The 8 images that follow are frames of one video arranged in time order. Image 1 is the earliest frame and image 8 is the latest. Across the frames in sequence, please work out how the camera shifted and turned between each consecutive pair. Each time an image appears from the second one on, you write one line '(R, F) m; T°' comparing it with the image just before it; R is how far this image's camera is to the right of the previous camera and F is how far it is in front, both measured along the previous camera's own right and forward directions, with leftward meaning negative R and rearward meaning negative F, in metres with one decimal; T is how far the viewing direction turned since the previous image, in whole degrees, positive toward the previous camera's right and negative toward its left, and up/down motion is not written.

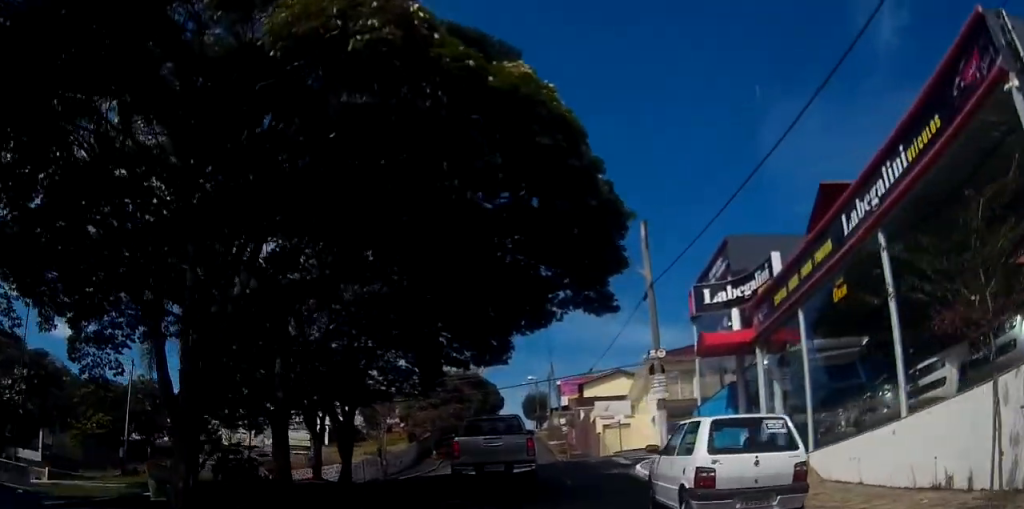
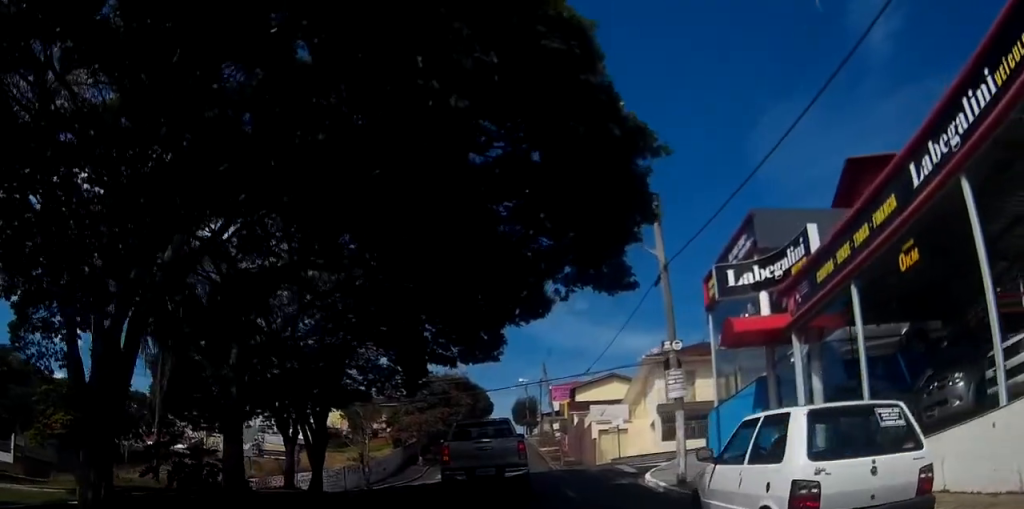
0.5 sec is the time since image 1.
(0.0, +2.9) m; 0°
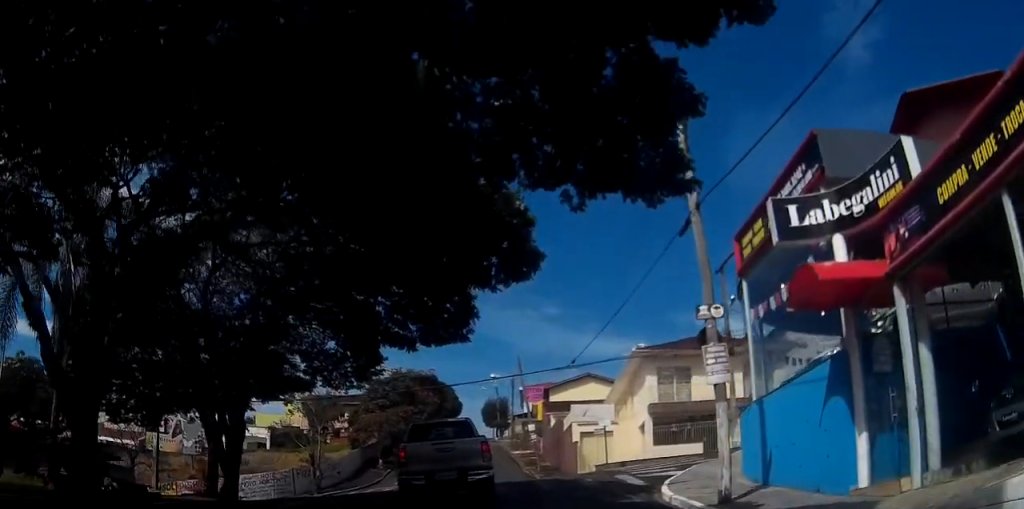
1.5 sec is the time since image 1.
(0.0, +5.2) m; +1°
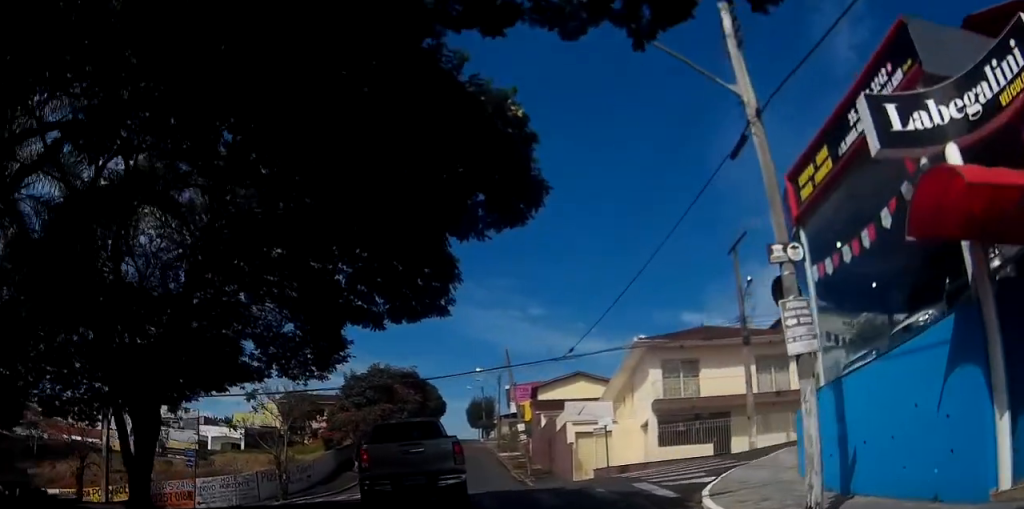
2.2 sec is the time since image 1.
(+0.1, +4.1) m; +2°
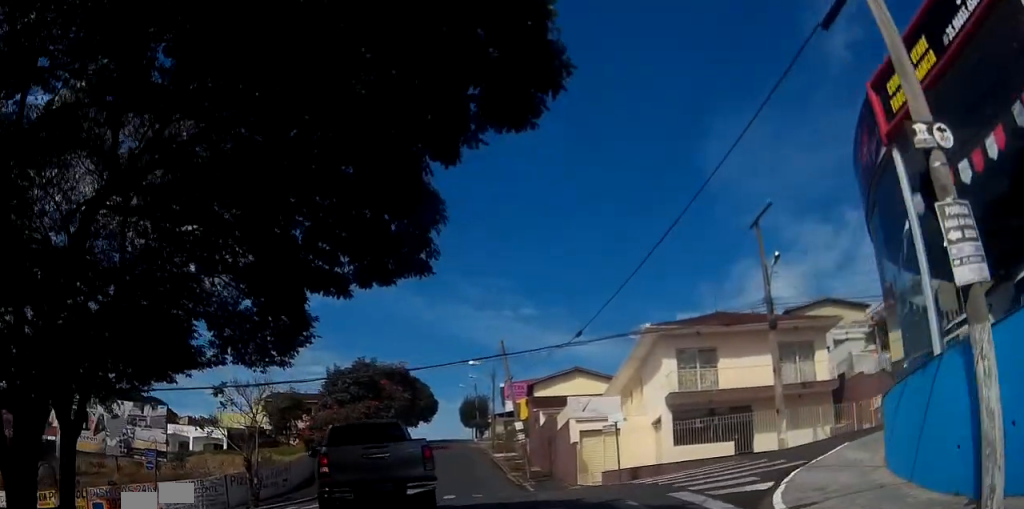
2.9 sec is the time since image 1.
(+0.1, +3.7) m; +1°
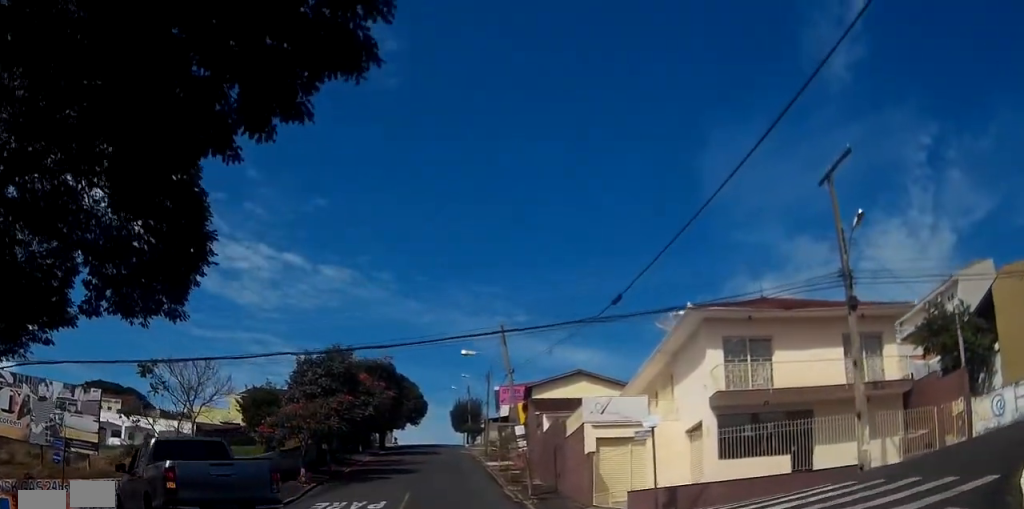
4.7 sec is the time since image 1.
(+0.2, +7.0) m; +2°
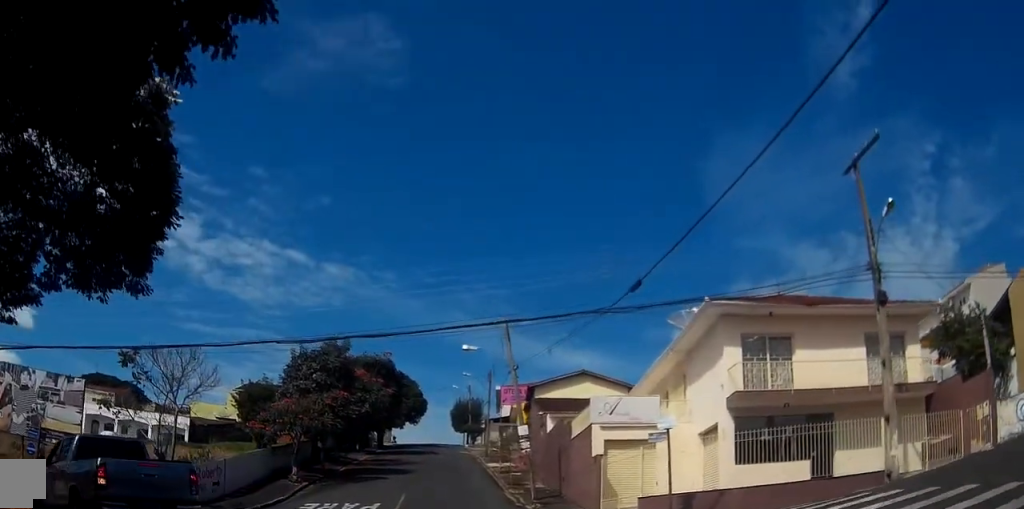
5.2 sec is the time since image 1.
(+0.1, +1.8) m; -1°
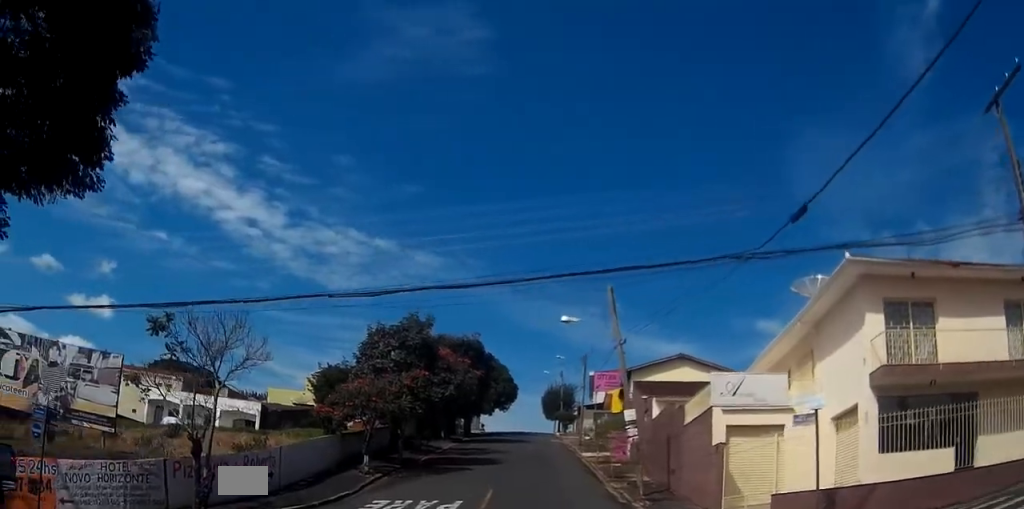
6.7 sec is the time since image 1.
(-0.5, +3.8) m; -15°
